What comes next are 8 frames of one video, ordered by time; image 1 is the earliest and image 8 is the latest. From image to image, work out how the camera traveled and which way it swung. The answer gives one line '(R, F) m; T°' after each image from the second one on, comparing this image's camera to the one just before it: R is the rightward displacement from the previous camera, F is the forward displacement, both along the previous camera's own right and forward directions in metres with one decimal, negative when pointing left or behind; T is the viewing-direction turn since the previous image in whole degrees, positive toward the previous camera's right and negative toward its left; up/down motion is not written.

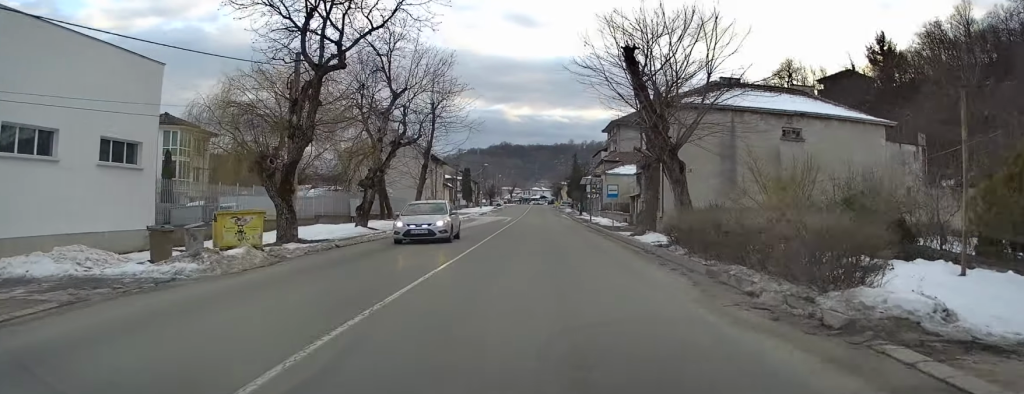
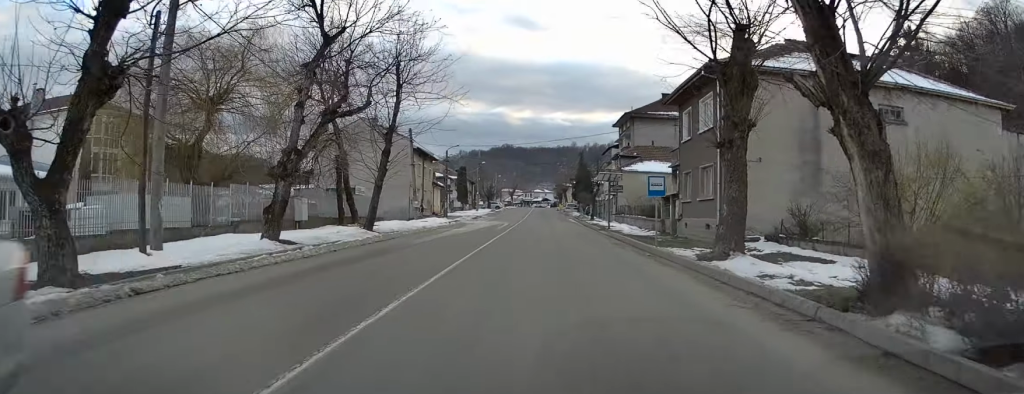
(0.0, +11.1) m; -1°
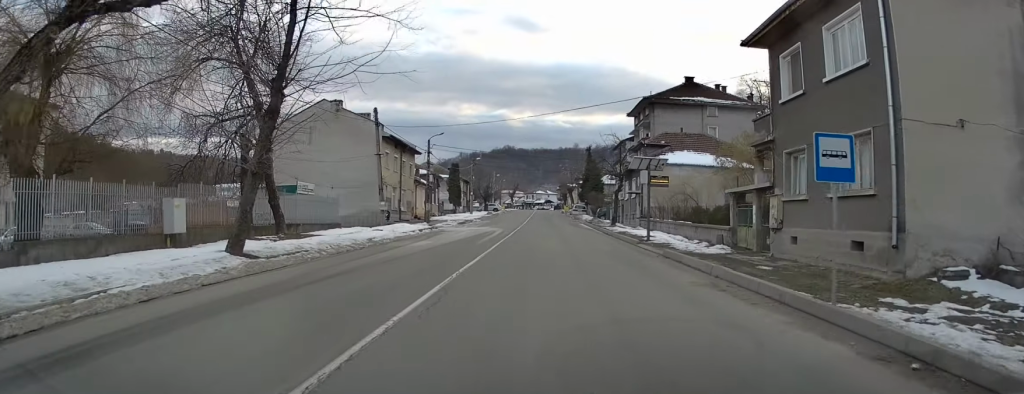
(-0.1, +13.0) m; -1°
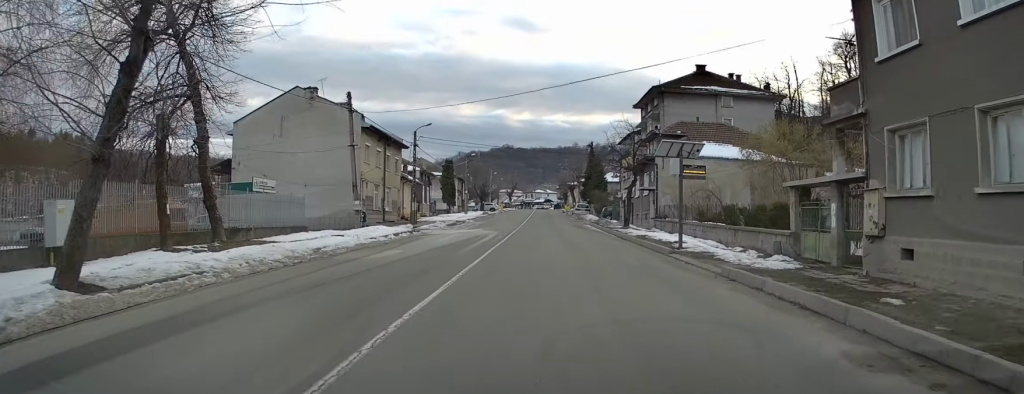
(0.0, +6.1) m; 0°
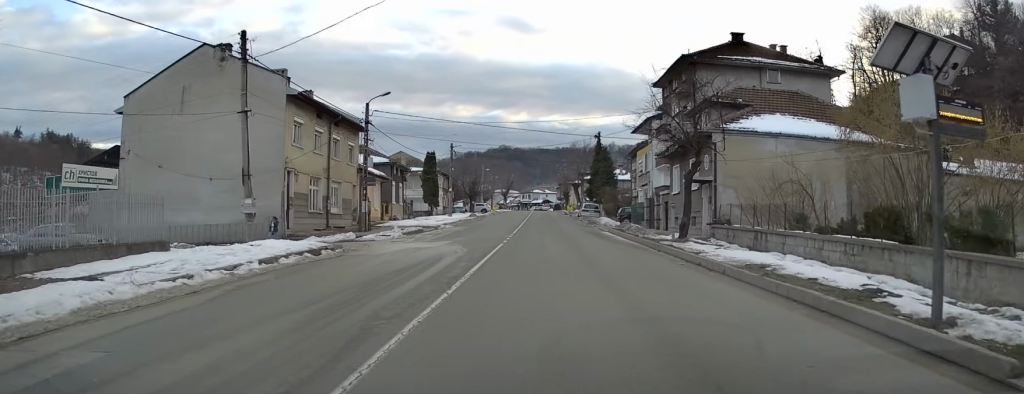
(0.0, +14.1) m; 0°
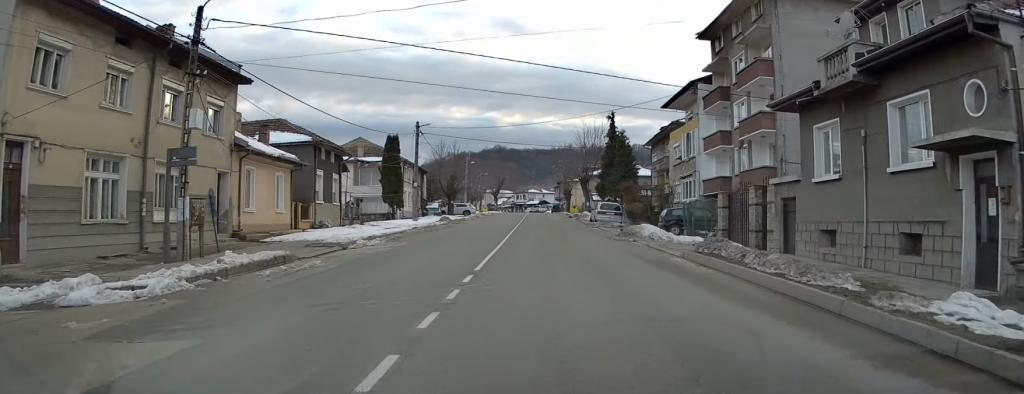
(+0.2, +19.2) m; 0°
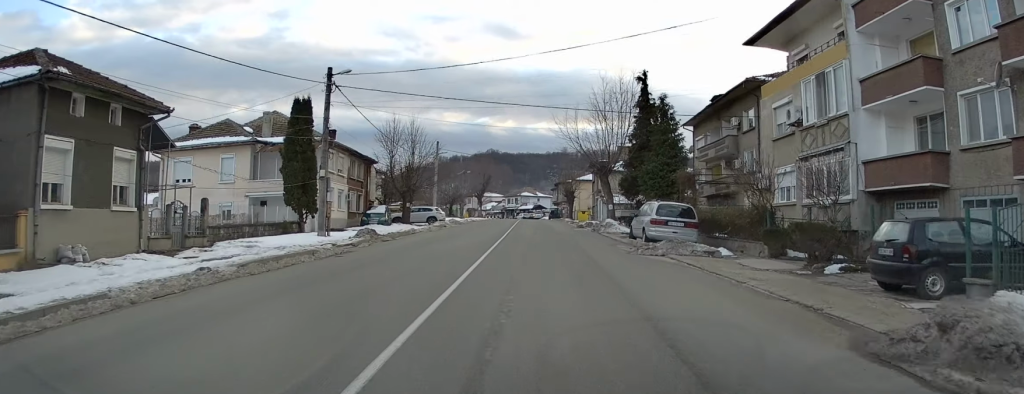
(+0.1, +22.3) m; +1°
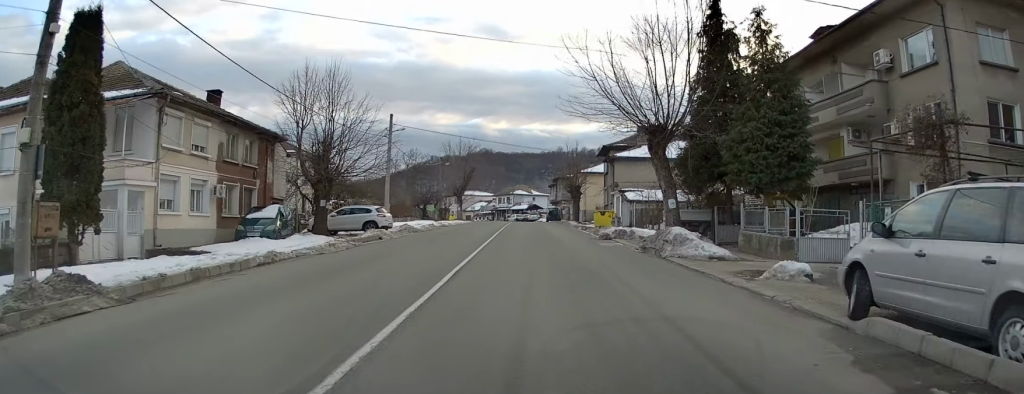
(0.0, +19.0) m; 0°
